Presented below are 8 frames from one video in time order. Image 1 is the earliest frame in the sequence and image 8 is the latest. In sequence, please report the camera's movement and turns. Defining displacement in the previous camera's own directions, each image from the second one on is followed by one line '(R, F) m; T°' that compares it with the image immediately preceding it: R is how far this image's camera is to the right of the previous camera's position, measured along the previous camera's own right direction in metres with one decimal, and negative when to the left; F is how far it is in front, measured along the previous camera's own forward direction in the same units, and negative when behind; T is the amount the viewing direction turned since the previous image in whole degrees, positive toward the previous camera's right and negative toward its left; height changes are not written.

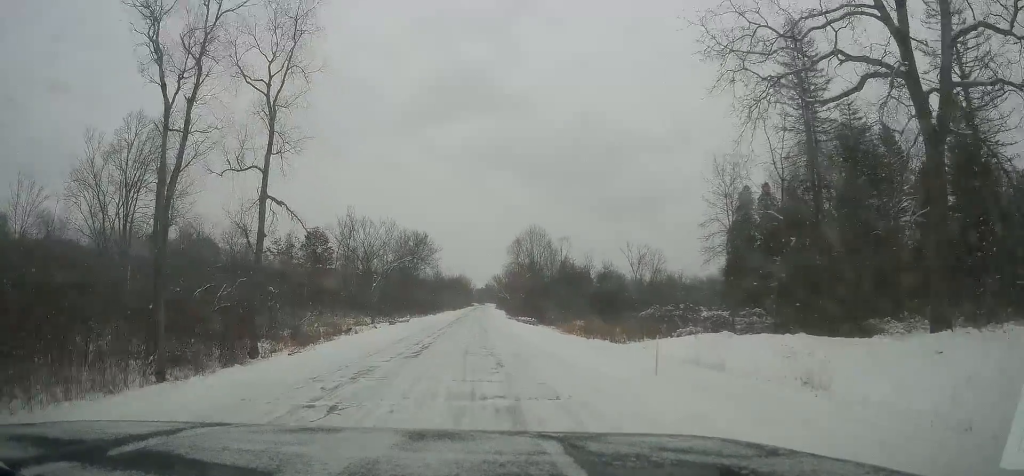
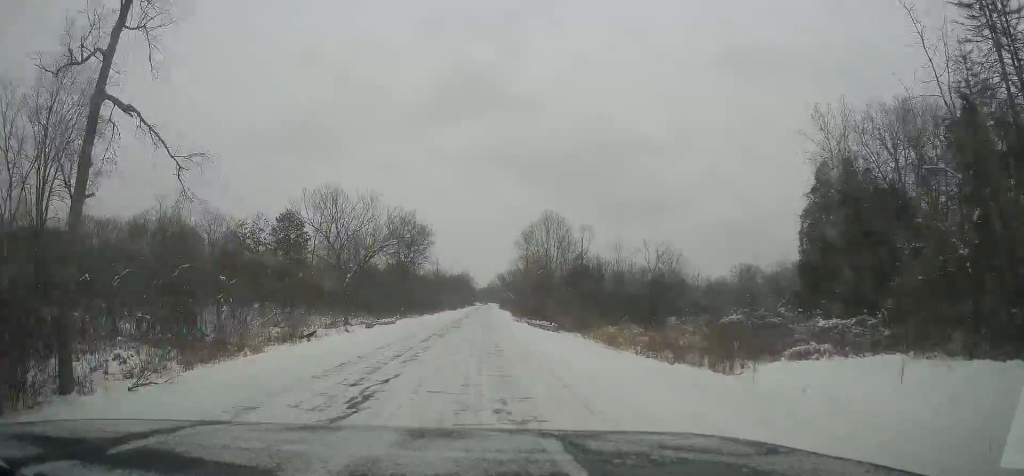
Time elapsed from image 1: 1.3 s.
(0.0, +13.6) m; 0°
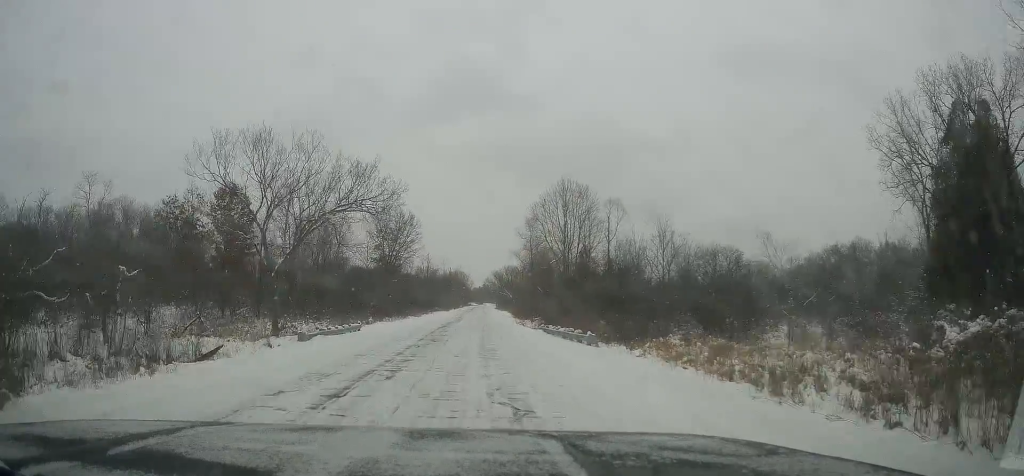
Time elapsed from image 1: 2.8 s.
(0.0, +16.2) m; 0°
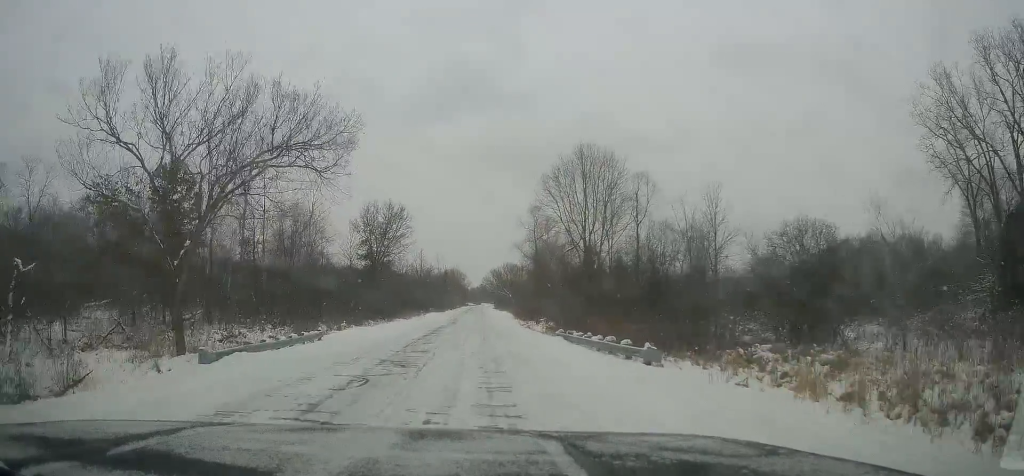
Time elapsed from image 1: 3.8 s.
(0.0, +10.4) m; -2°
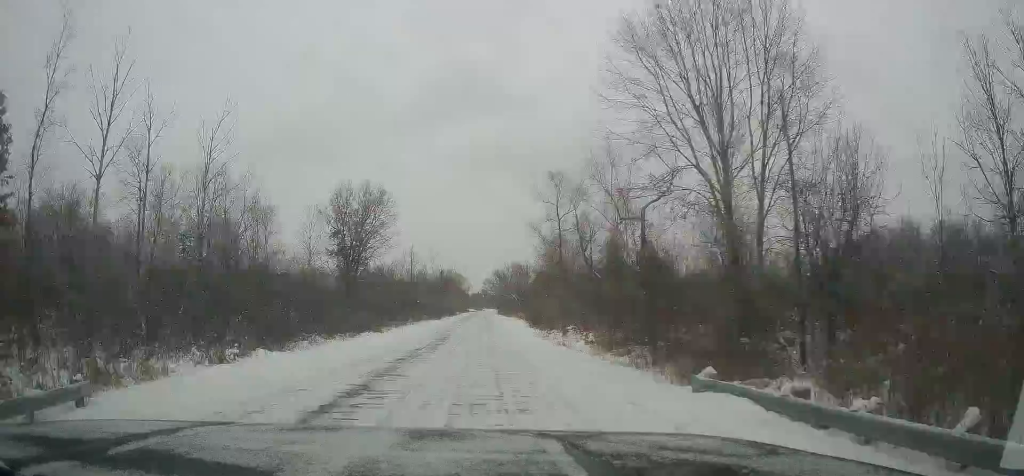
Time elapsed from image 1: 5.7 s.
(-0.4, +21.4) m; +1°
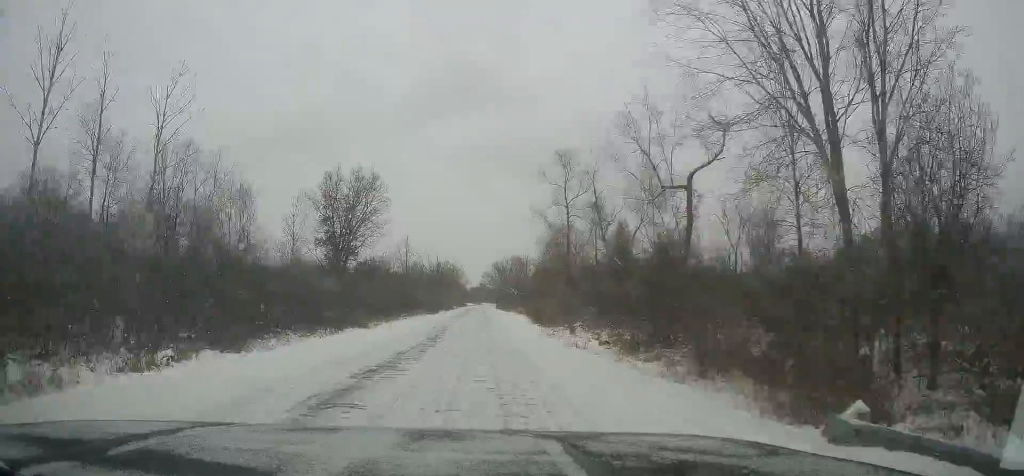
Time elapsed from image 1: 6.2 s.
(+0.1, +5.5) m; +1°
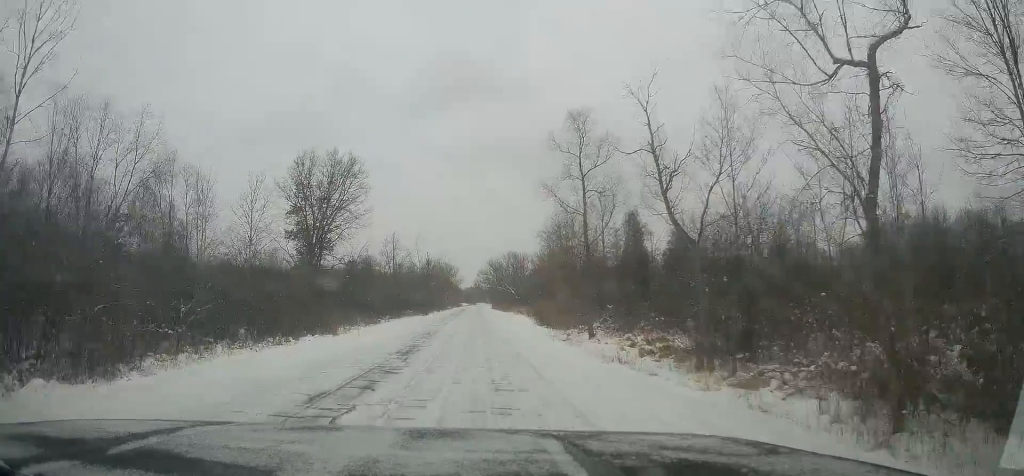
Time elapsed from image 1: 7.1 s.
(0.0, +10.1) m; 0°
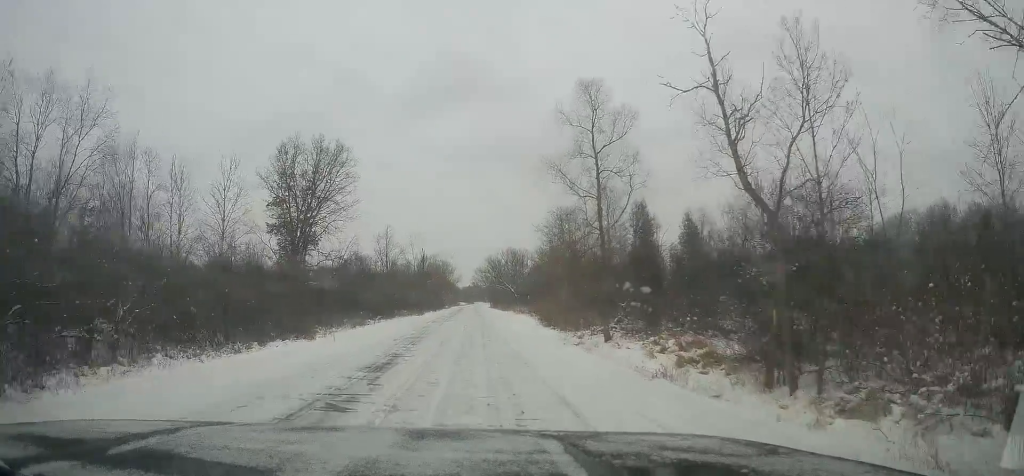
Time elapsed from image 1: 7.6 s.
(0.0, +5.3) m; 0°
